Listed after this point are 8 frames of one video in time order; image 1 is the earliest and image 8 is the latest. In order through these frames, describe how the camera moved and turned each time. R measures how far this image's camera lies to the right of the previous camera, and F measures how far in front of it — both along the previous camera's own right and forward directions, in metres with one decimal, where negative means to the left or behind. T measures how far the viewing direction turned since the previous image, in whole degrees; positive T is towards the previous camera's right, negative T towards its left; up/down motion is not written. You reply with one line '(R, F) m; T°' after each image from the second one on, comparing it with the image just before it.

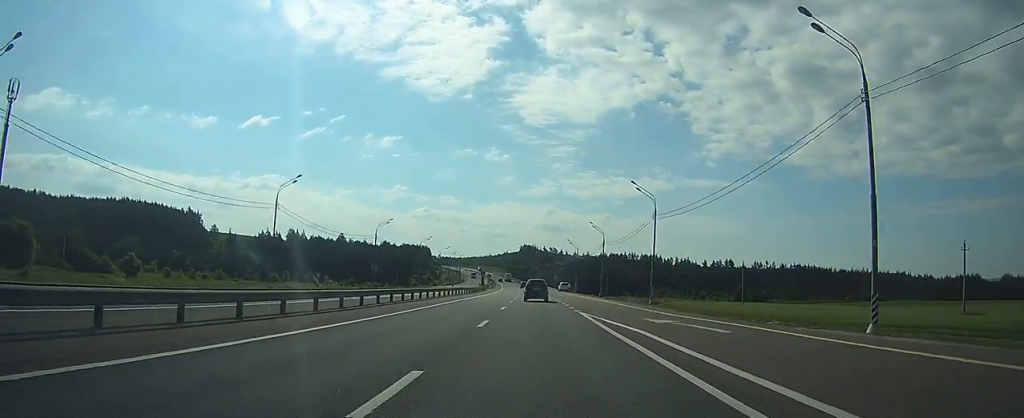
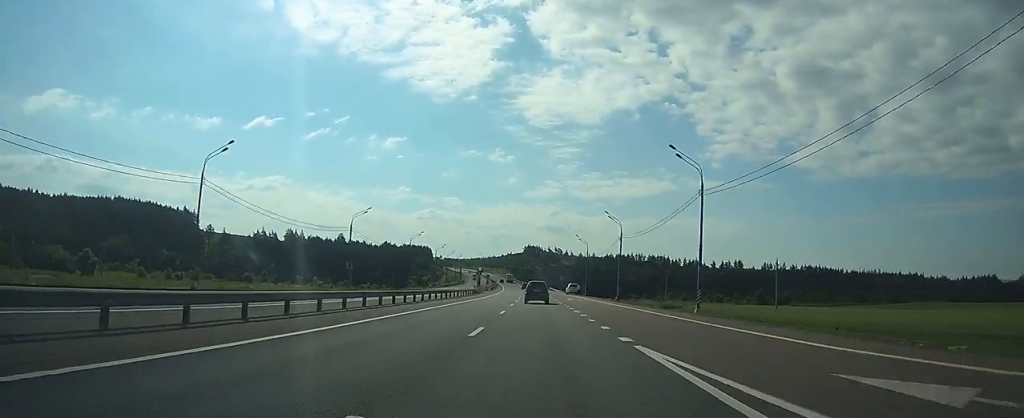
(0.0, +14.7) m; 0°
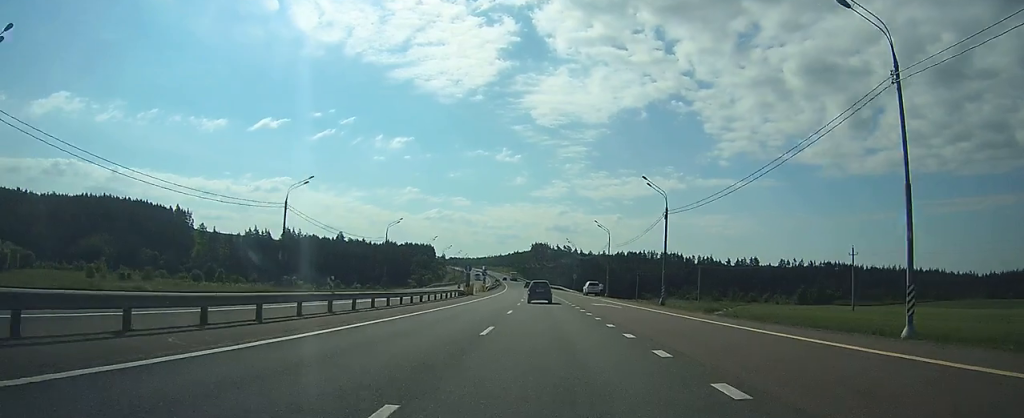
(-0.1, +23.2) m; -1°
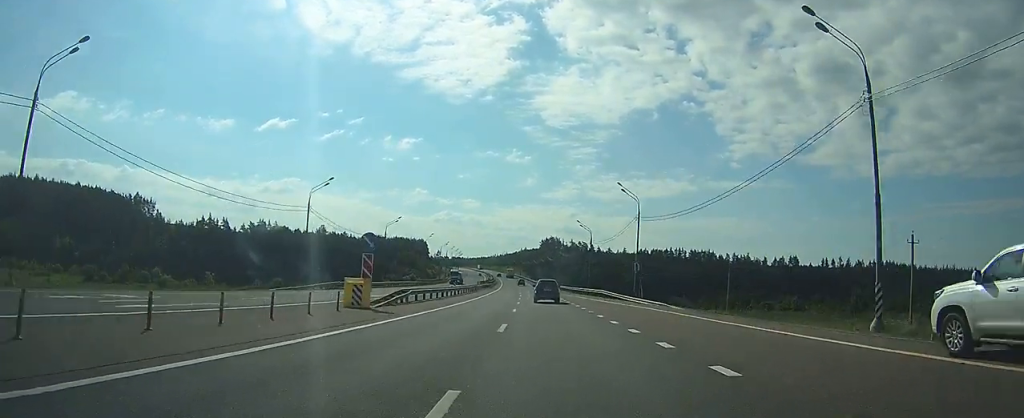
(-1.0, +70.3) m; -2°
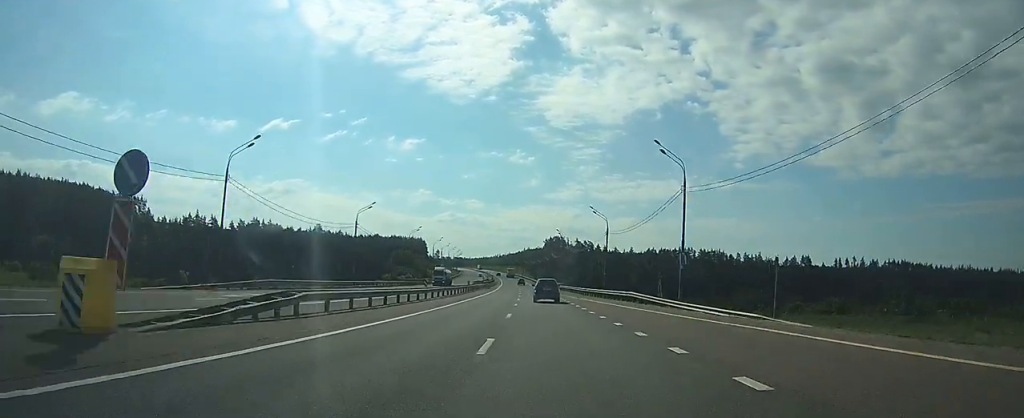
(-0.1, +17.2) m; 0°
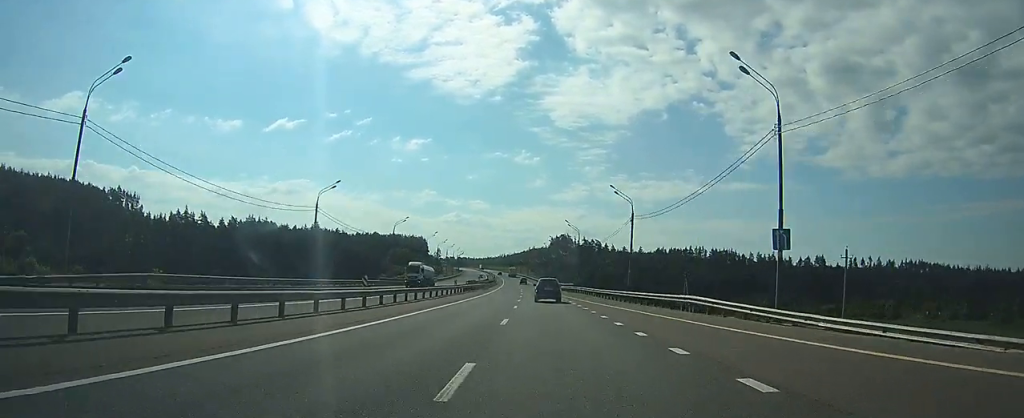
(-0.1, +16.1) m; 0°
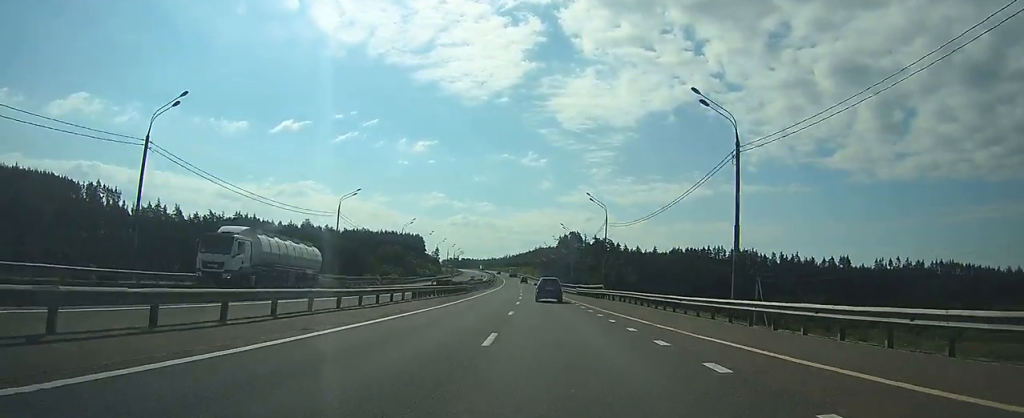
(-0.1, +30.3) m; 0°
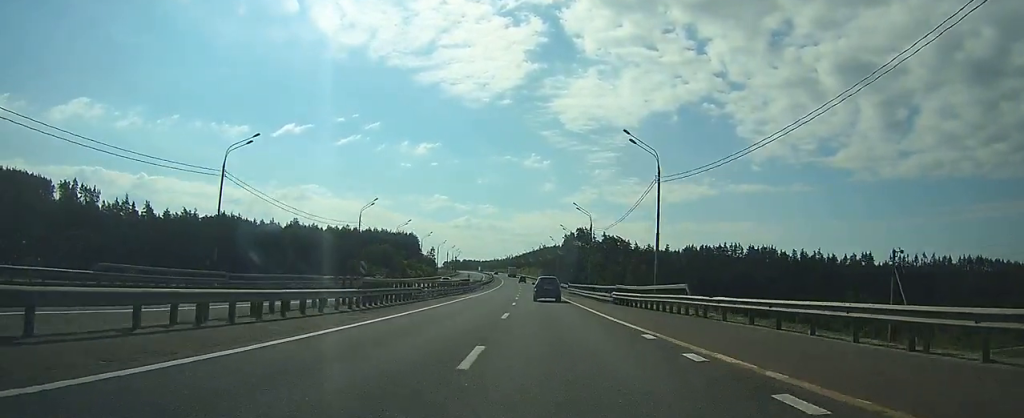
(-0.1, +27.2) m; 0°
